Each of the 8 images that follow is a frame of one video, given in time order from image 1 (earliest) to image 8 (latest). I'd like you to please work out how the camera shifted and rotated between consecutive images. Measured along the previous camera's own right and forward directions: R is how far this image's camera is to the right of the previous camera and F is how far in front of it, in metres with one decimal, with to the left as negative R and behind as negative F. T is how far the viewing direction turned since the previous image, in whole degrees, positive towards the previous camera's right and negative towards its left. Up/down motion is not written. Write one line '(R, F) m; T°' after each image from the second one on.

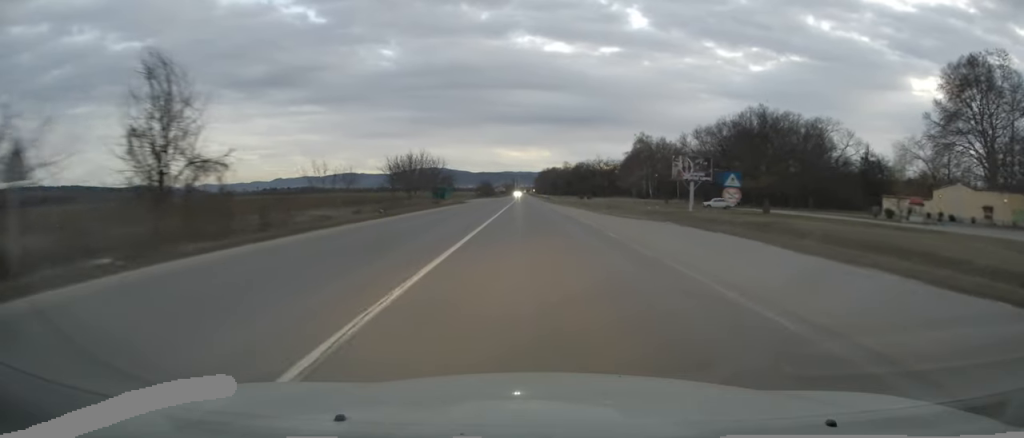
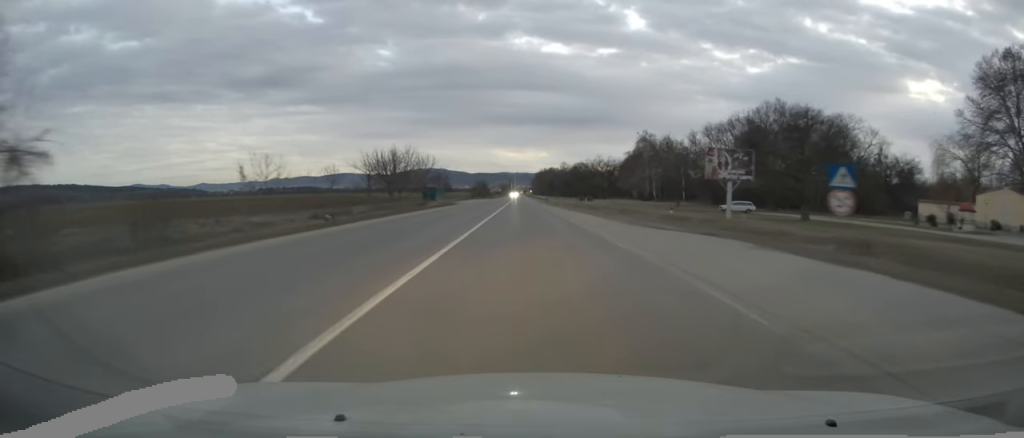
(0.0, +8.9) m; 0°
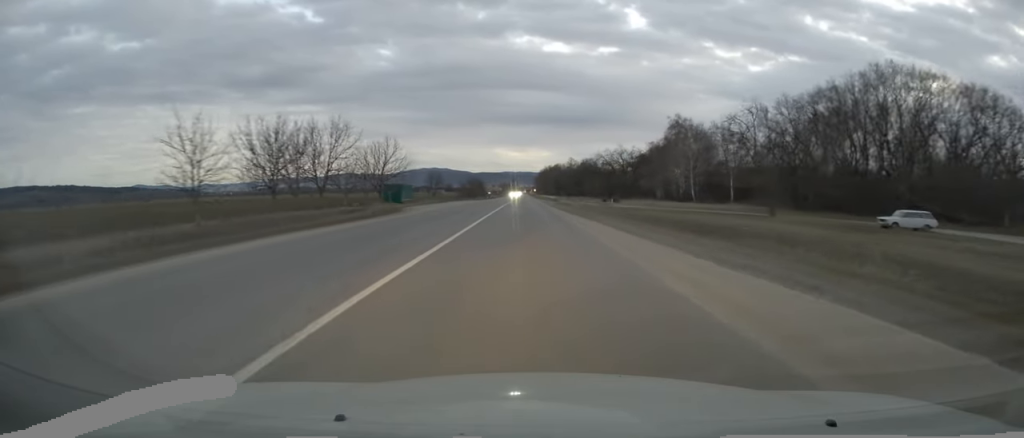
(+0.3, +34.0) m; 0°
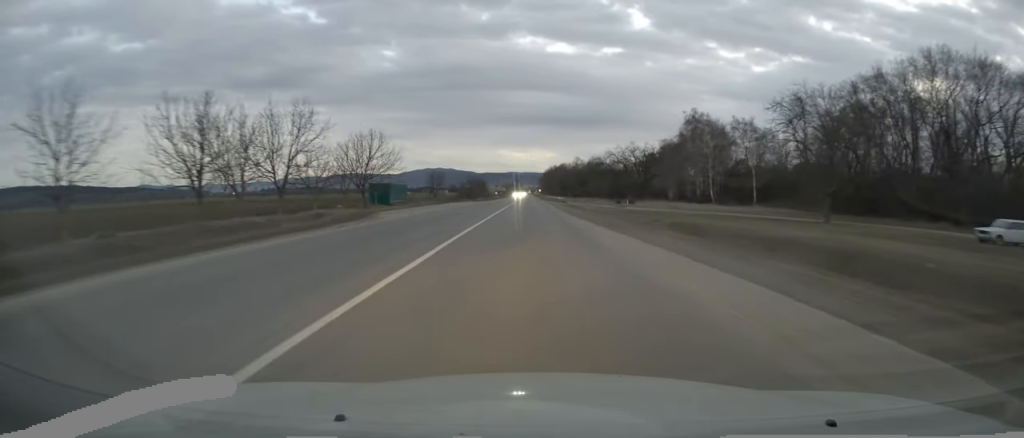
(-0.1, +9.8) m; 0°
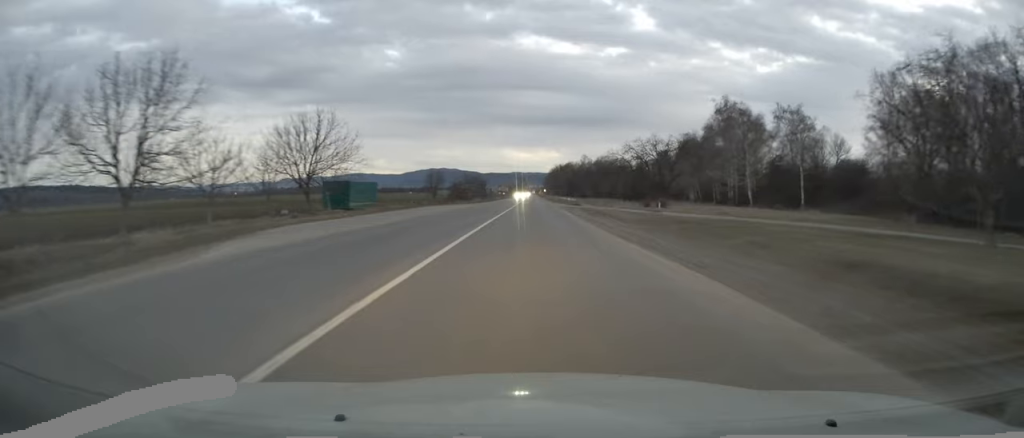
(-0.1, +18.2) m; 0°
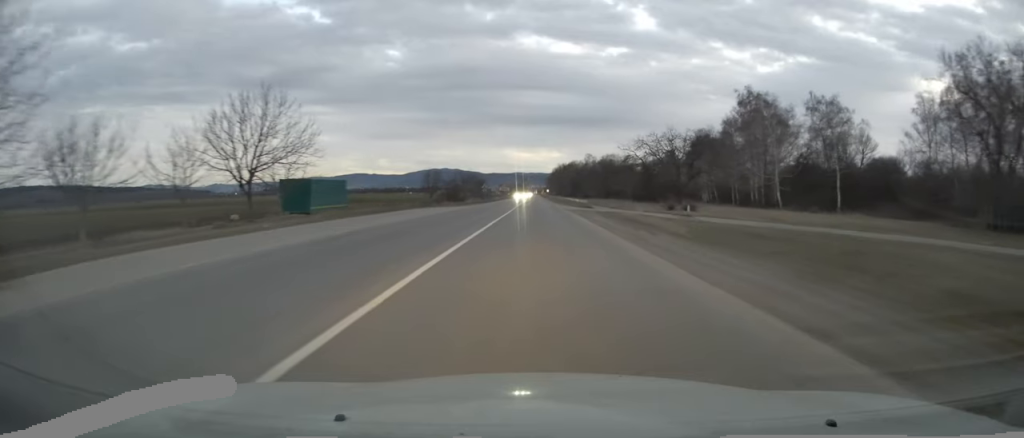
(0.0, +10.8) m; 0°
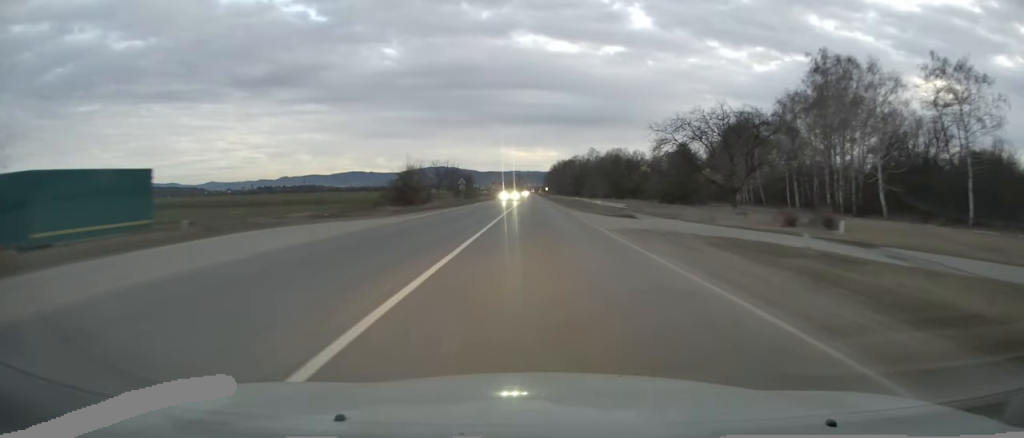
(+0.2, +27.8) m; 0°
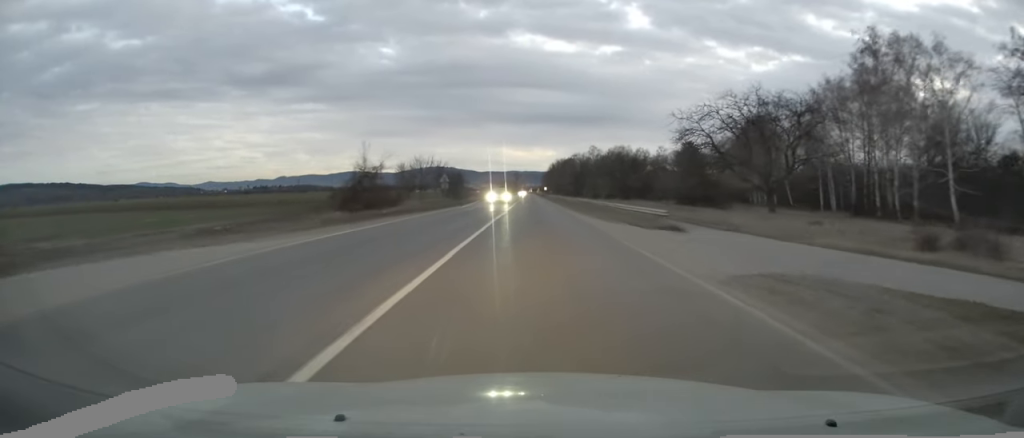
(0.0, +11.9) m; 0°
